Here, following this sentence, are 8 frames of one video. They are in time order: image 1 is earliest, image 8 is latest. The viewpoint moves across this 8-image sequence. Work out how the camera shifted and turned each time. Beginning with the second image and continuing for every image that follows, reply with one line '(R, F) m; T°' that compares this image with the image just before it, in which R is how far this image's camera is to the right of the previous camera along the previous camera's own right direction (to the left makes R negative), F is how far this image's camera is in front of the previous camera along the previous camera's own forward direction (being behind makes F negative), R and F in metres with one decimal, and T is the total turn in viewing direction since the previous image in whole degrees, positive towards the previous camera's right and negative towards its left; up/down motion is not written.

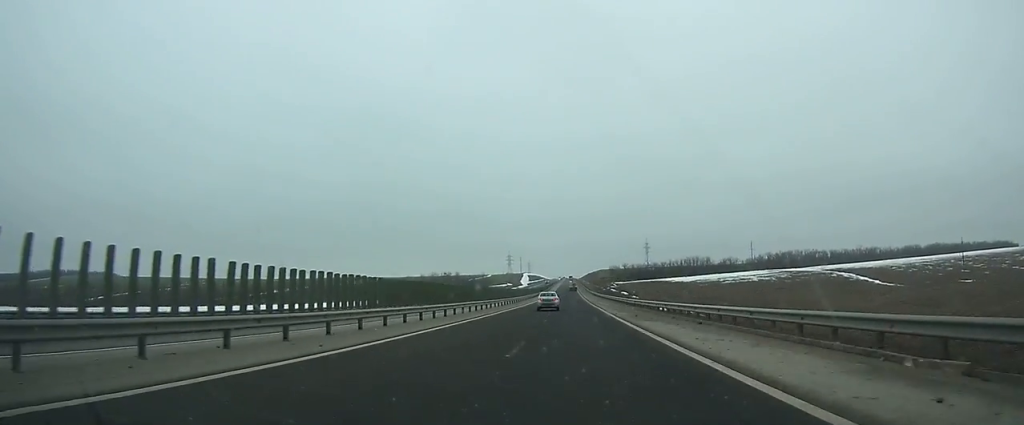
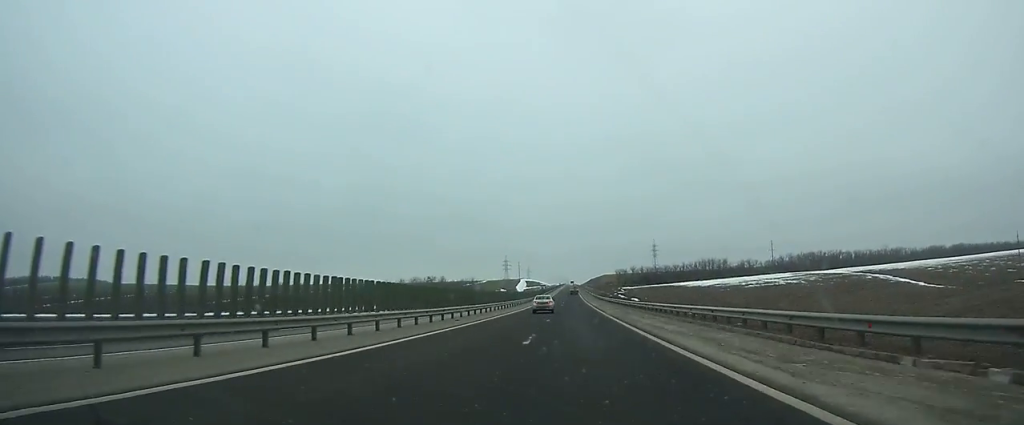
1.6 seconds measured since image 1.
(+0.1, +43.1) m; 0°
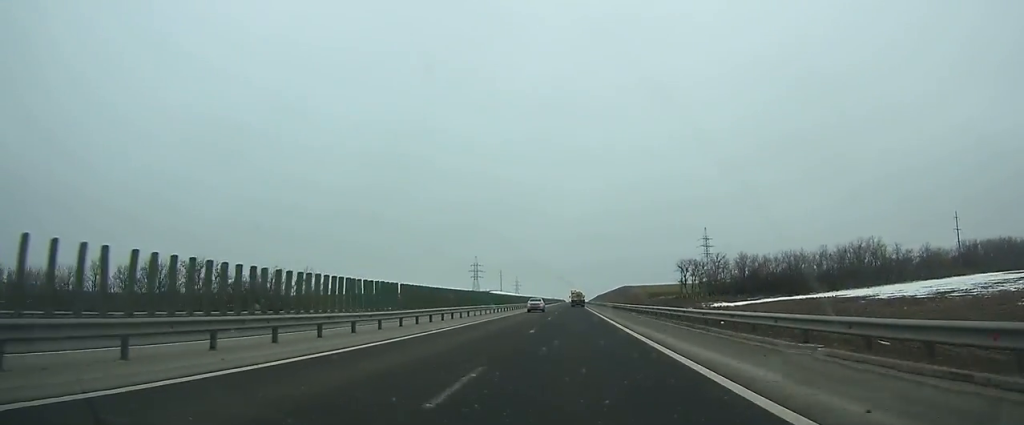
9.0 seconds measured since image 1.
(-0.3, +202.8) m; 0°
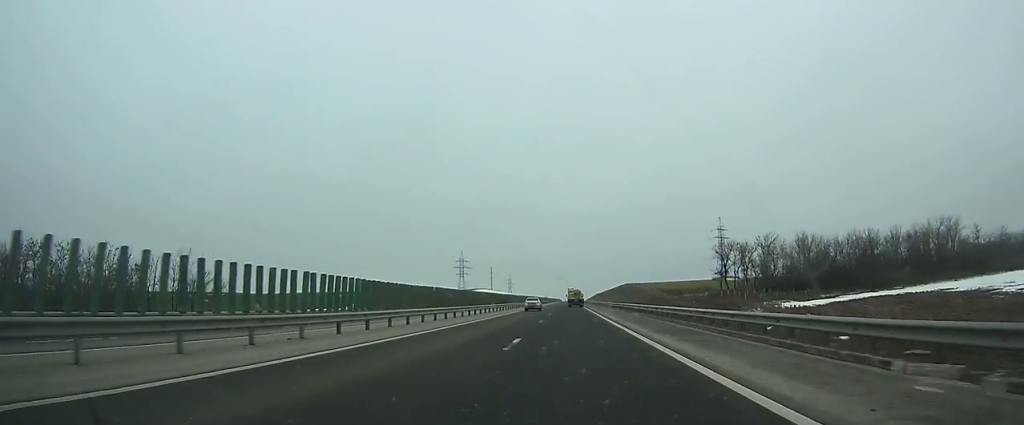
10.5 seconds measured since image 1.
(+0.1, +42.6) m; 0°
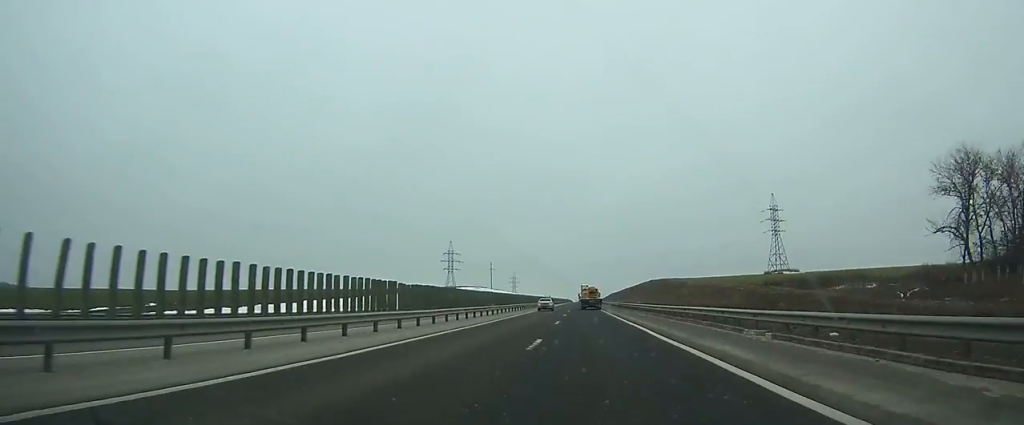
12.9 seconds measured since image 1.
(-0.1, +68.2) m; 0°
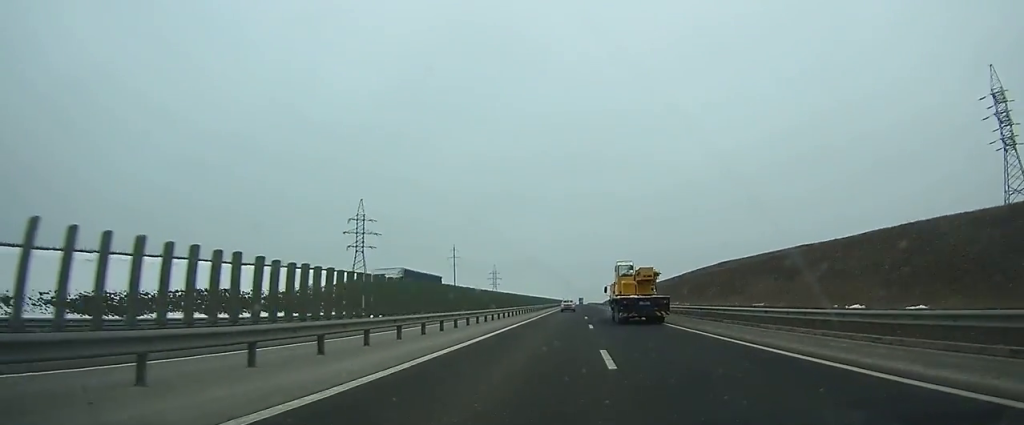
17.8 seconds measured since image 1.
(-0.8, +134.3) m; 0°
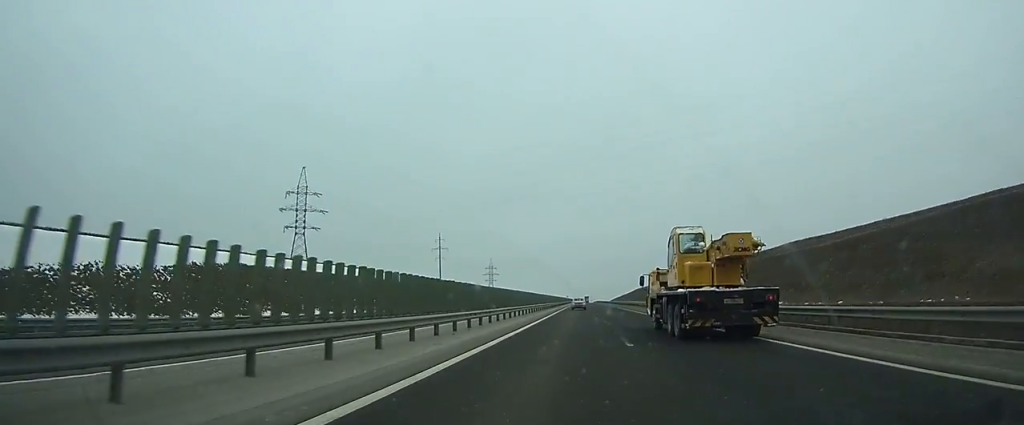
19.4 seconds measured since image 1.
(+0.1, +40.0) m; 0°
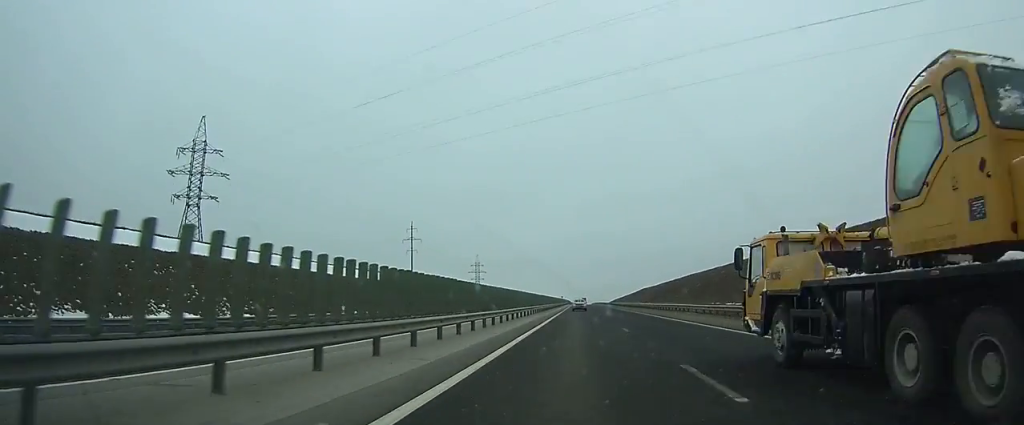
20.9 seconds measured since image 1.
(-0.1, +37.5) m; 0°
